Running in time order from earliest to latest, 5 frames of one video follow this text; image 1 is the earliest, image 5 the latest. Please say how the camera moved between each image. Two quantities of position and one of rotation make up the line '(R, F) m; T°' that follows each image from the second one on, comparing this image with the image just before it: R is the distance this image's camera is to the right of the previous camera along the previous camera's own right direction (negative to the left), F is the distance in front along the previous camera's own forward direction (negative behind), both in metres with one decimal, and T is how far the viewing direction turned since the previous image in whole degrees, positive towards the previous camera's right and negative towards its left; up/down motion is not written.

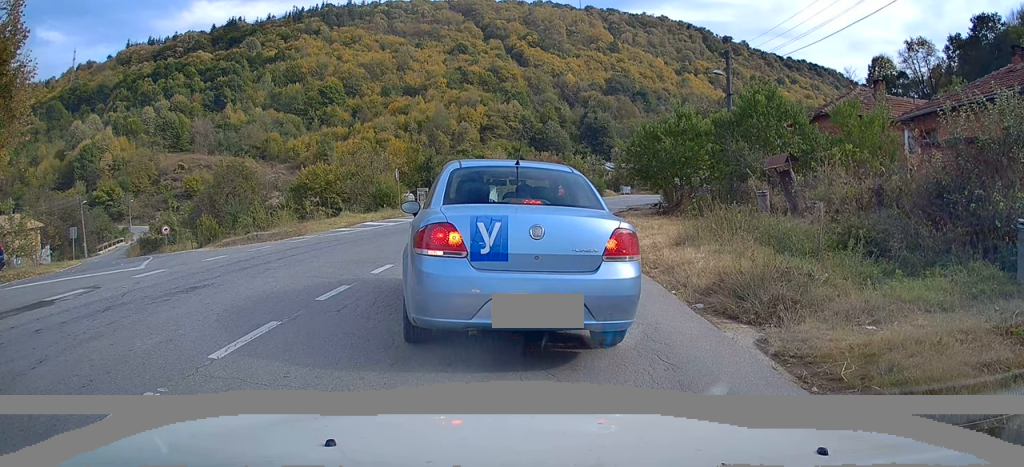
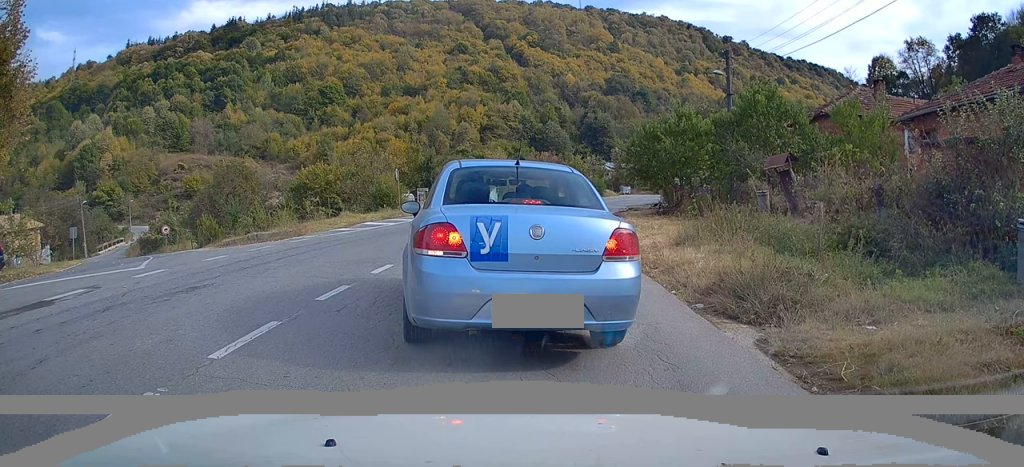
(0.0, 0.0) m; 0°
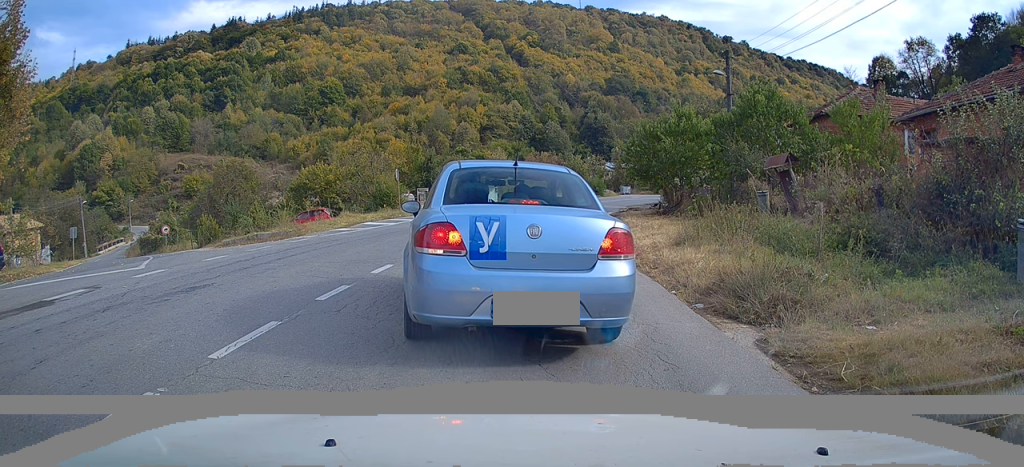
(0.0, 0.0) m; 0°
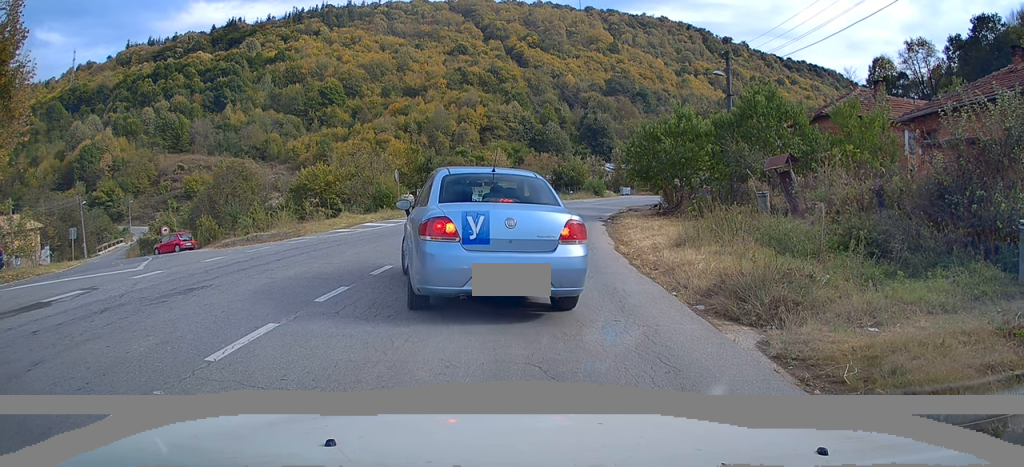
(0.0, 0.0) m; 0°
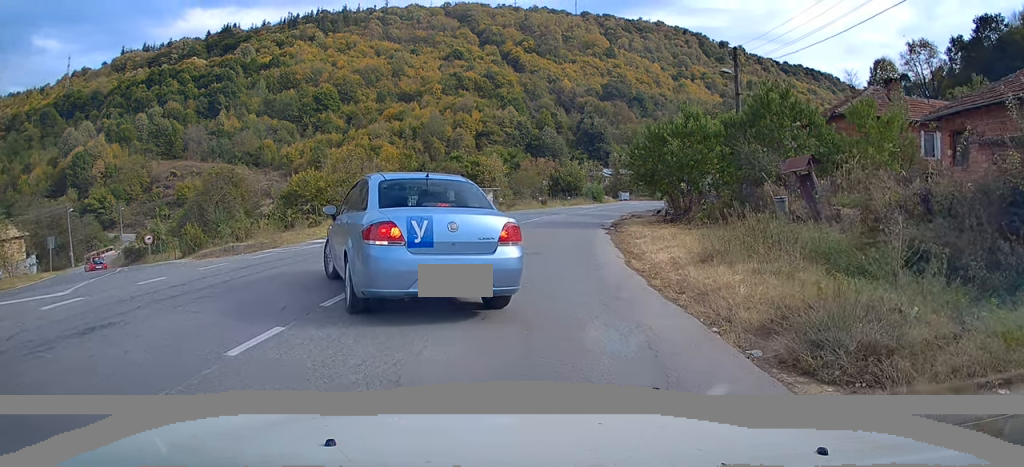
(+0.2, +1.5) m; 0°
